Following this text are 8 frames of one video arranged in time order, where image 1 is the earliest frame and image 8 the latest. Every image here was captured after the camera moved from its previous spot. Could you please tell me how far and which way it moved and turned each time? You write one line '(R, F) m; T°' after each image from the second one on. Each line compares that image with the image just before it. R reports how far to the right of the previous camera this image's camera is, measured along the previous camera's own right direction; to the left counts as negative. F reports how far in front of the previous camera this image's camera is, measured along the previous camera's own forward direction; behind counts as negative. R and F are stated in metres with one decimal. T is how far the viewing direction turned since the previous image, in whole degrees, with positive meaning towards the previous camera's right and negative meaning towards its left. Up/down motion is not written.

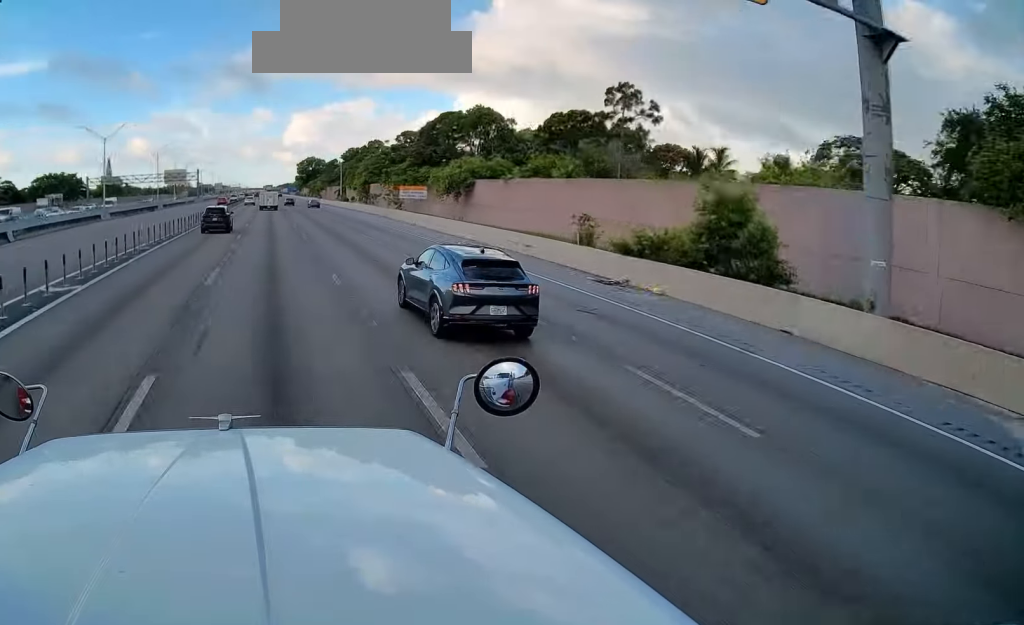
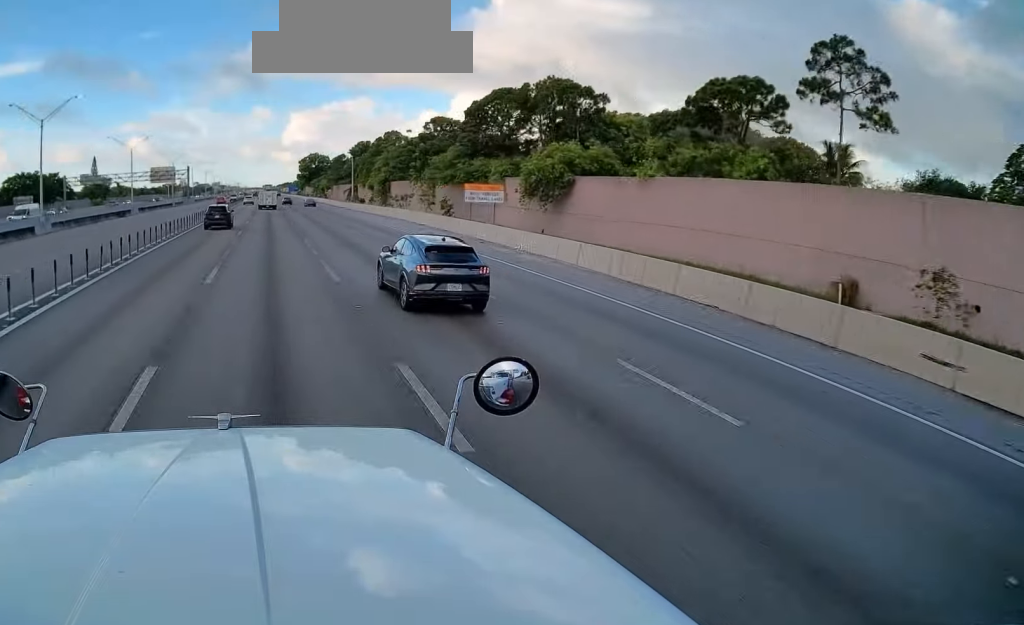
(-0.2, +21.3) m; 0°
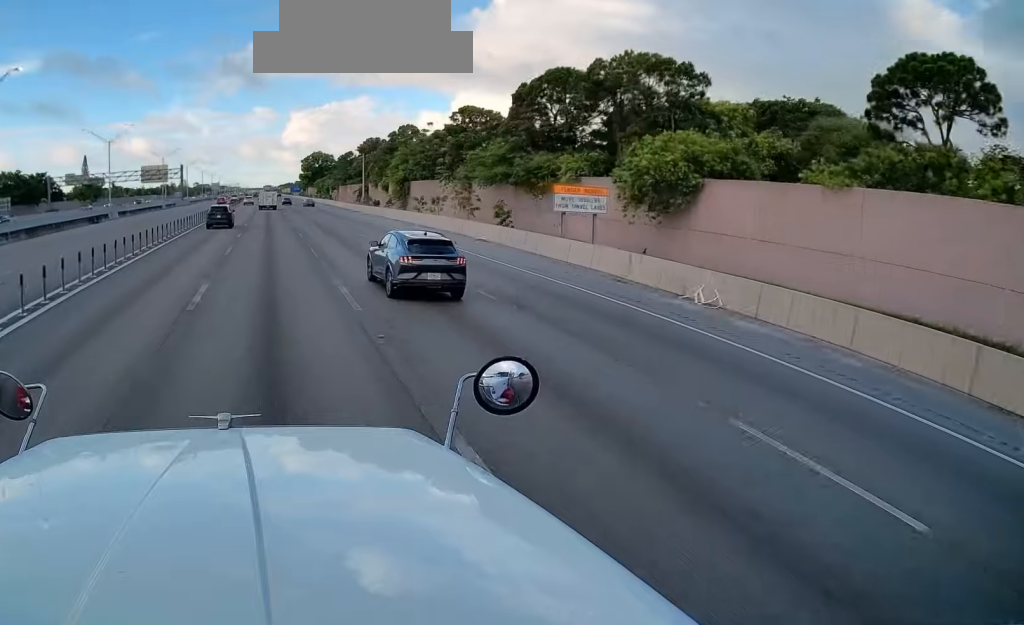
(+0.1, +12.4) m; 0°
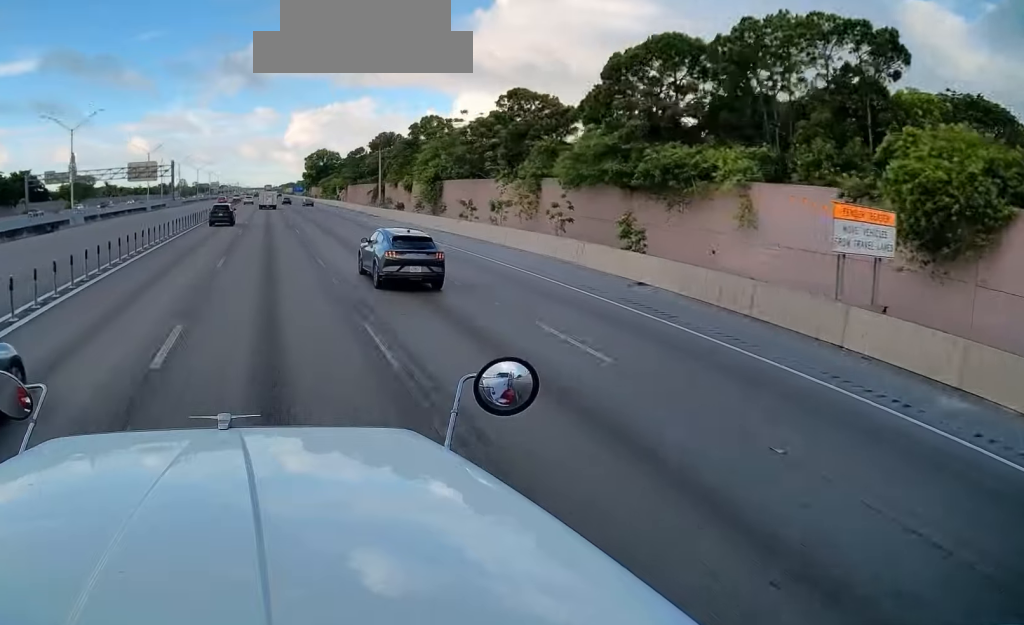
(0.0, +14.7) m; 0°
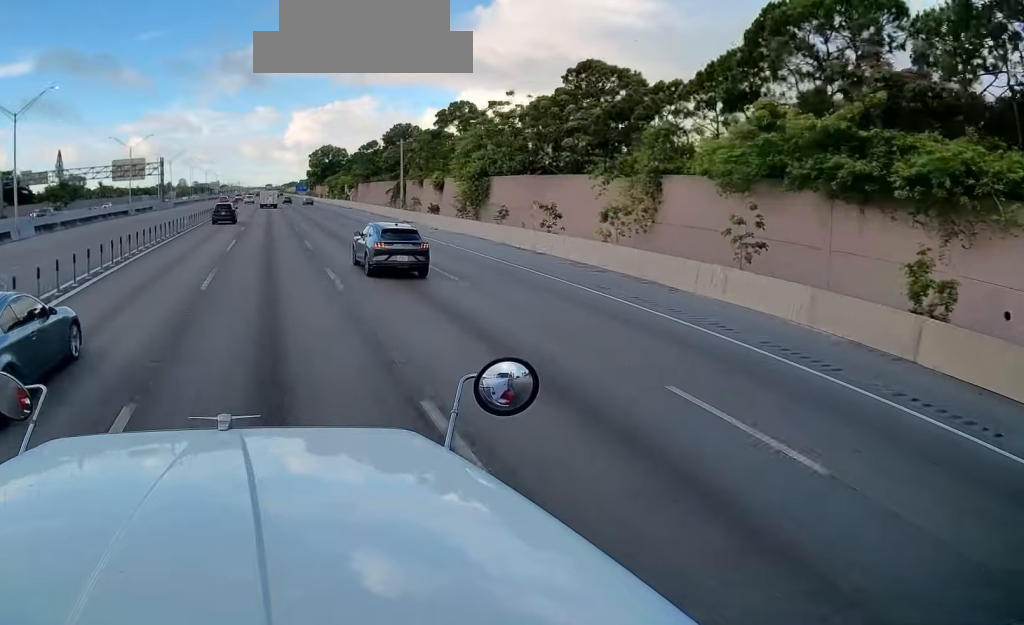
(+0.1, +14.0) m; 0°
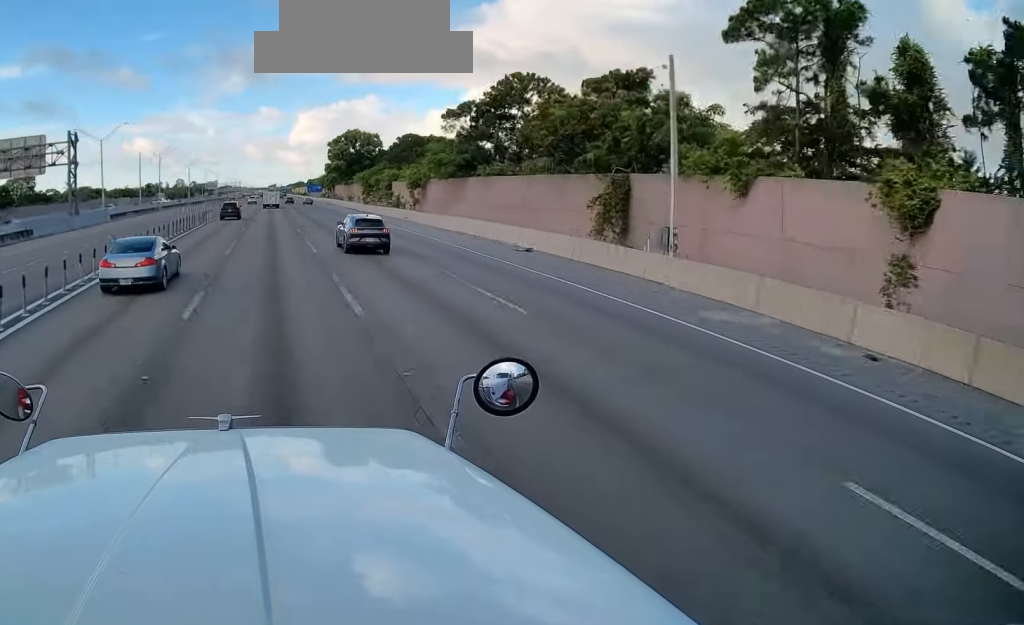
(+0.5, +57.7) m; 0°
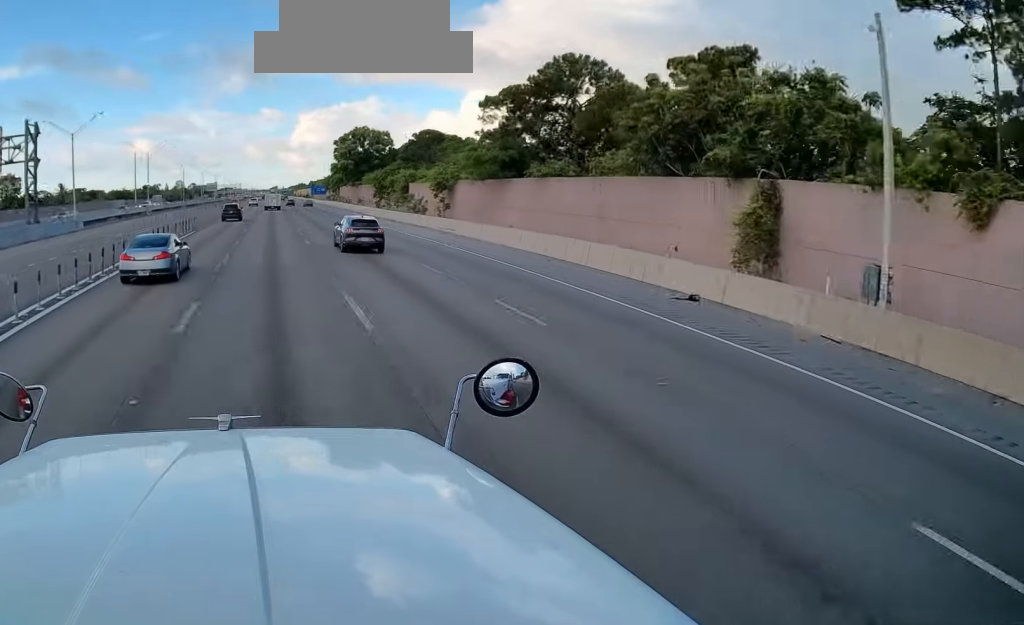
(-0.3, +12.6) m; 0°
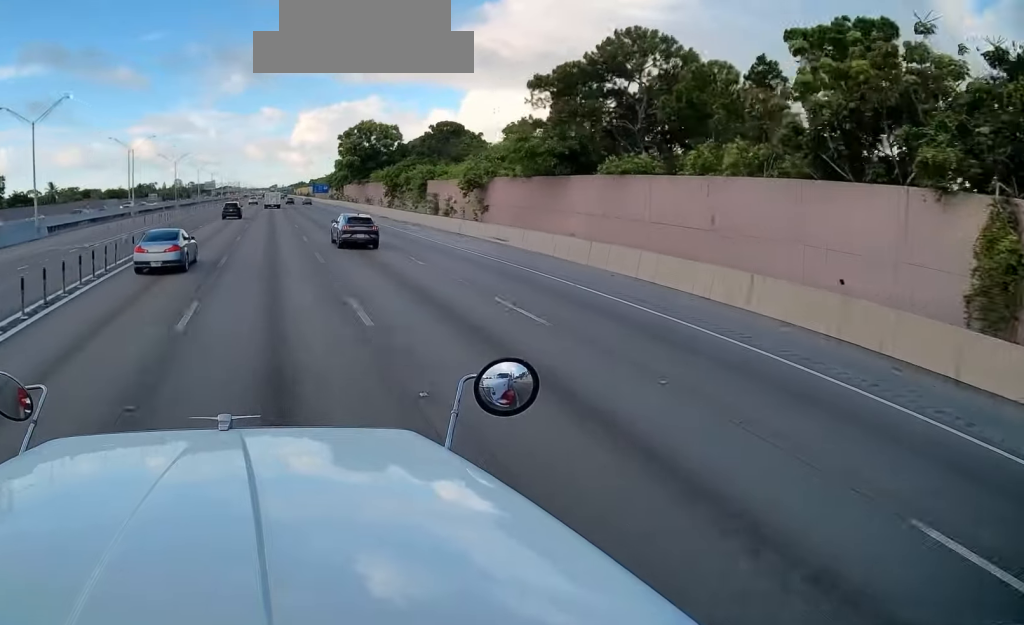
(-0.2, +11.7) m; 0°
